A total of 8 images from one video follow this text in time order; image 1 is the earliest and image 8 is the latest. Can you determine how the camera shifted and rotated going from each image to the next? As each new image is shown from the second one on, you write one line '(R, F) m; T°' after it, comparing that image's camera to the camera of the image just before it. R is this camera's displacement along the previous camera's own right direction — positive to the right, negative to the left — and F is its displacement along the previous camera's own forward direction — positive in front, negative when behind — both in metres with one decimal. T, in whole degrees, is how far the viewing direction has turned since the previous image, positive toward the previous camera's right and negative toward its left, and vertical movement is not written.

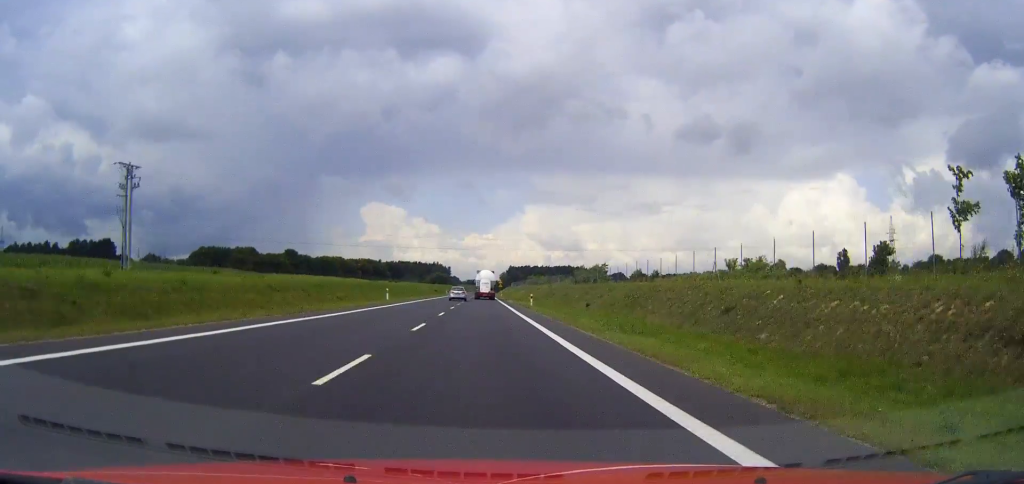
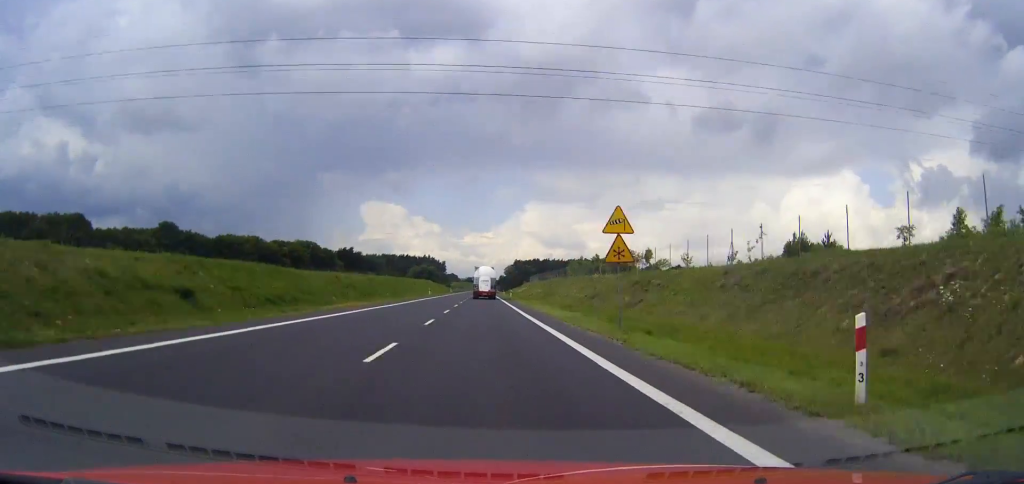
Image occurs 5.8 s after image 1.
(-0.2, +152.8) m; 0°
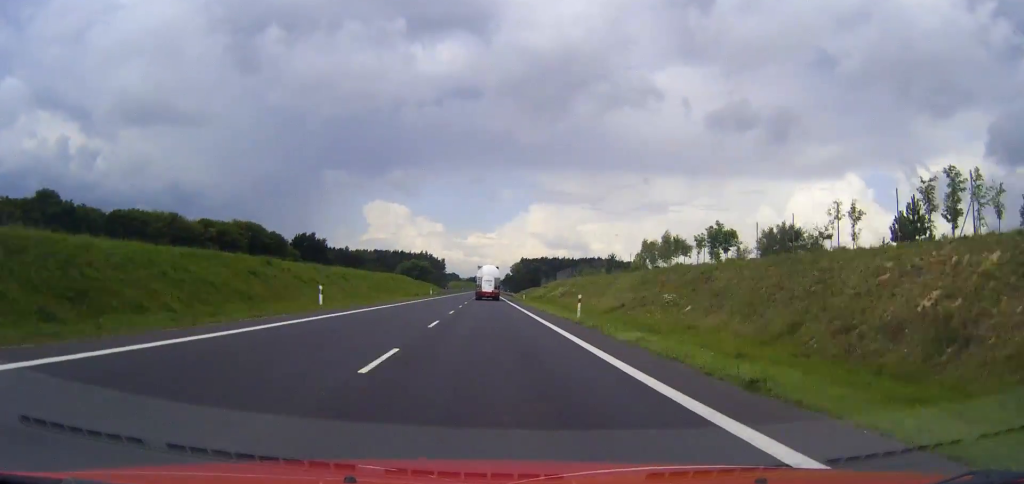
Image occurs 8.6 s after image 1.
(0.0, +73.8) m; 0°
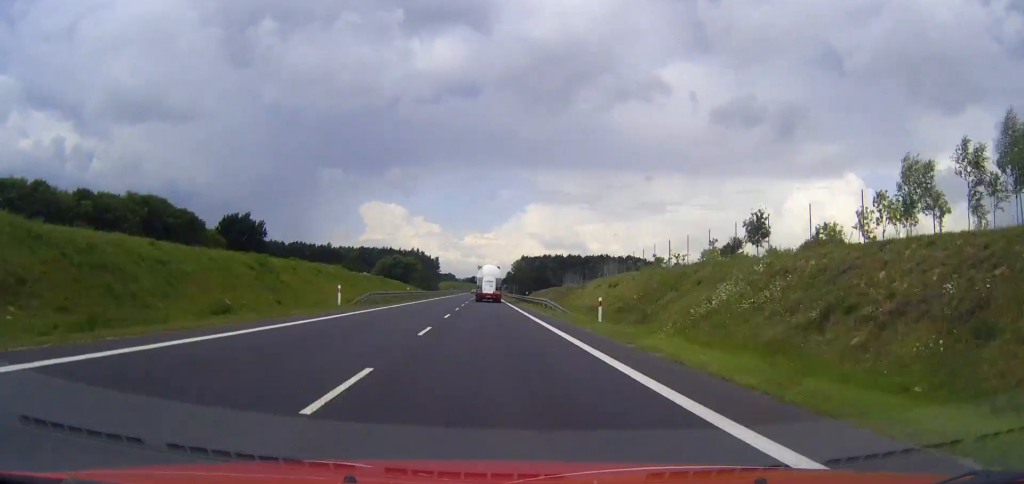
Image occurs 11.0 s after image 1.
(0.0, +63.0) m; 0°
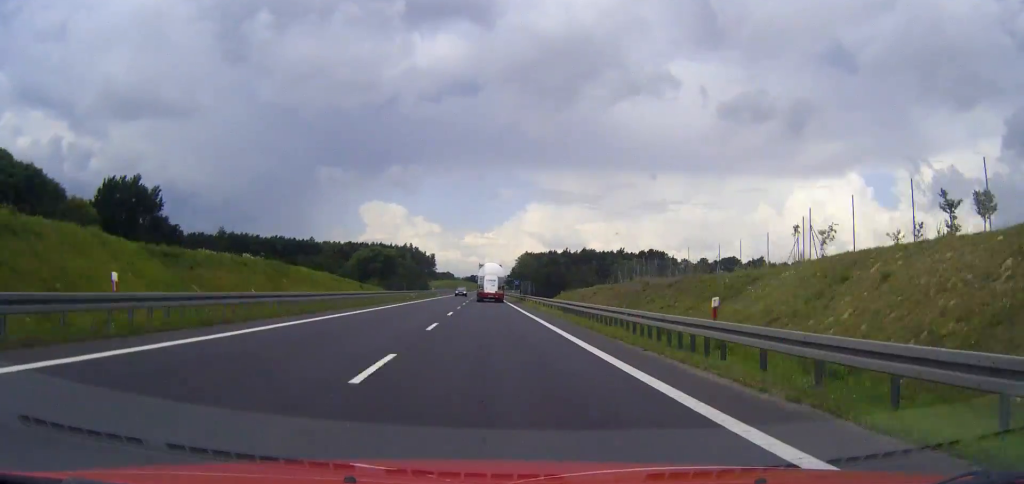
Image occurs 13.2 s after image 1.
(0.0, +57.7) m; 0°
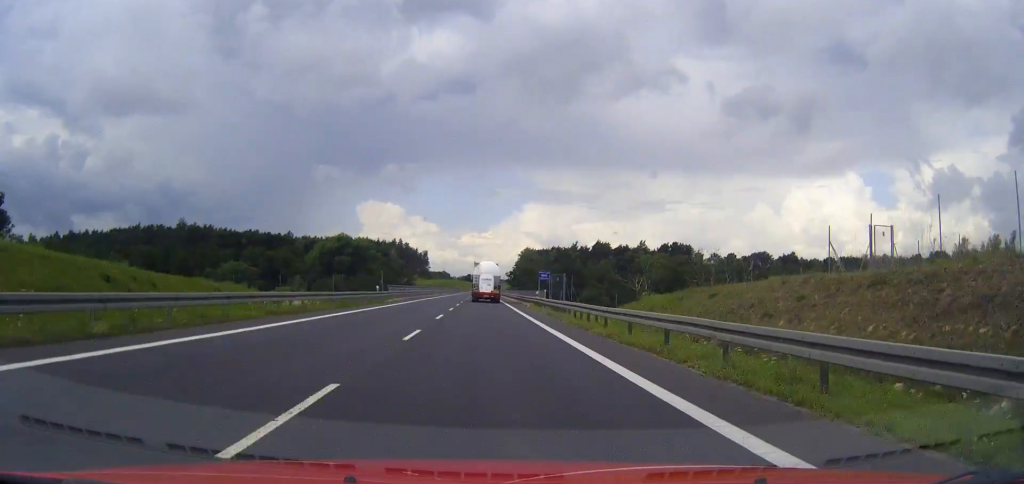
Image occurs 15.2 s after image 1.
(+0.1, +52.2) m; 0°
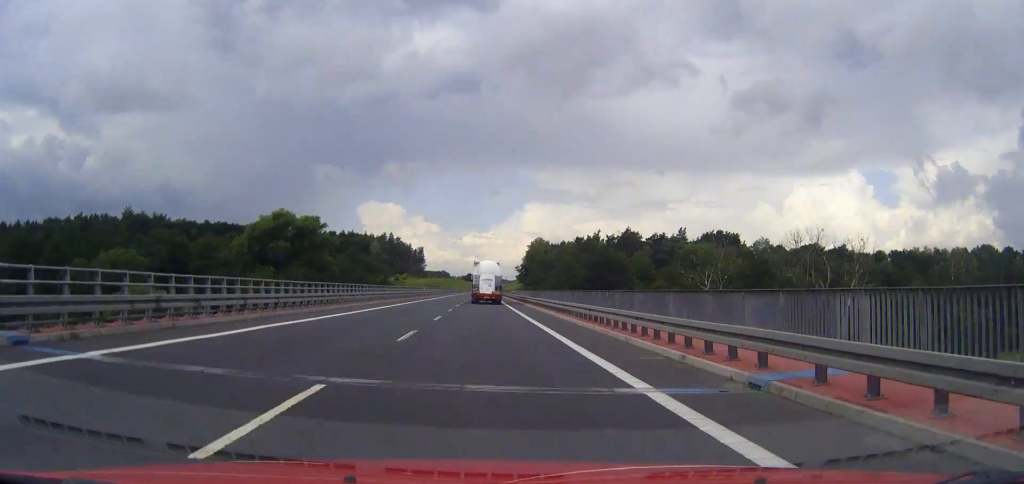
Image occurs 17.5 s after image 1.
(0.0, +59.8) m; 0°
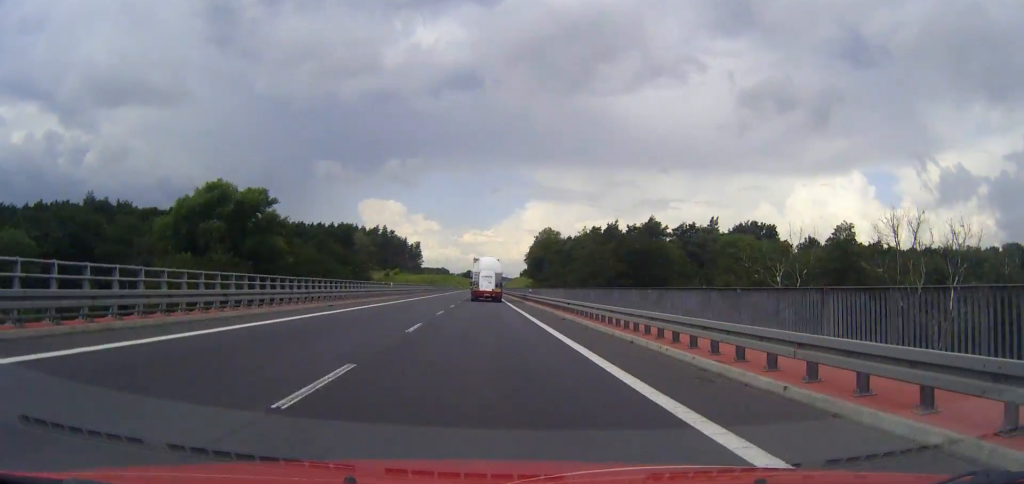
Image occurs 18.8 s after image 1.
(0.0, +33.8) m; 0°
